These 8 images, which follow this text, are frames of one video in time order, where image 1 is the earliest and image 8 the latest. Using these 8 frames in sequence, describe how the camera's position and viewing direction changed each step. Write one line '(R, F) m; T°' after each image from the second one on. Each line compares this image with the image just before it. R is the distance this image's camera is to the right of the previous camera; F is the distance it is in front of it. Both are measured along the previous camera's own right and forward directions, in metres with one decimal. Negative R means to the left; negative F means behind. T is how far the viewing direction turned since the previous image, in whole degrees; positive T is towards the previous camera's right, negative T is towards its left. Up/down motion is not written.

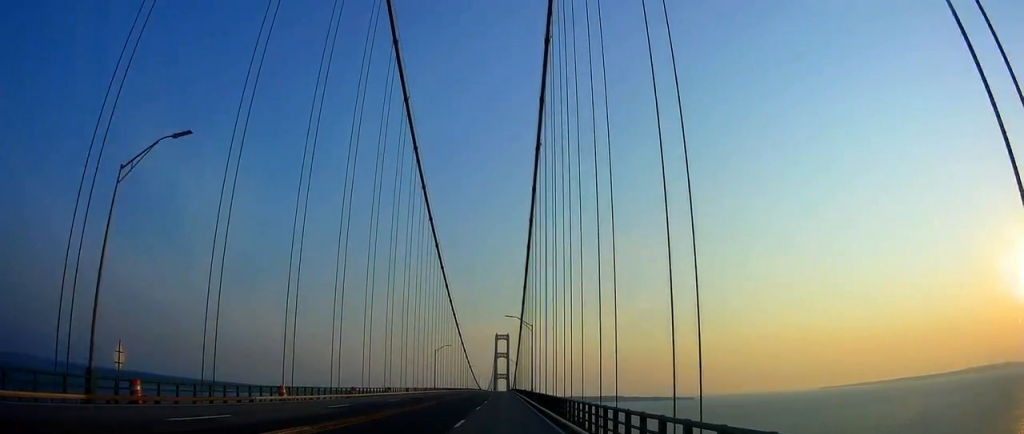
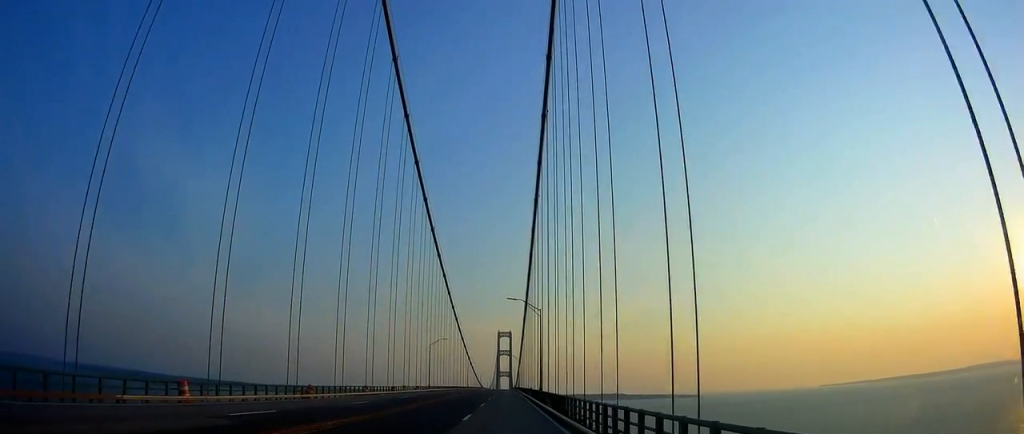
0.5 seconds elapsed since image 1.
(0.0, +12.8) m; 0°
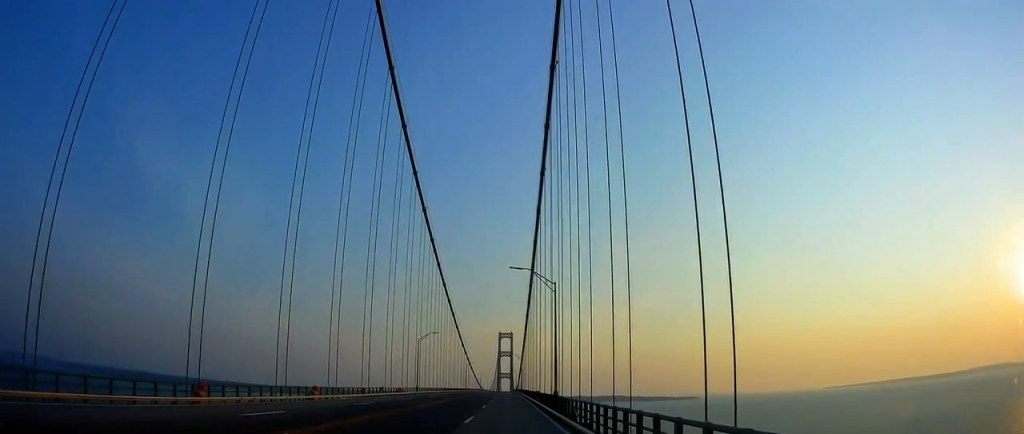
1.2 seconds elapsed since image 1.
(0.0, +16.0) m; 0°
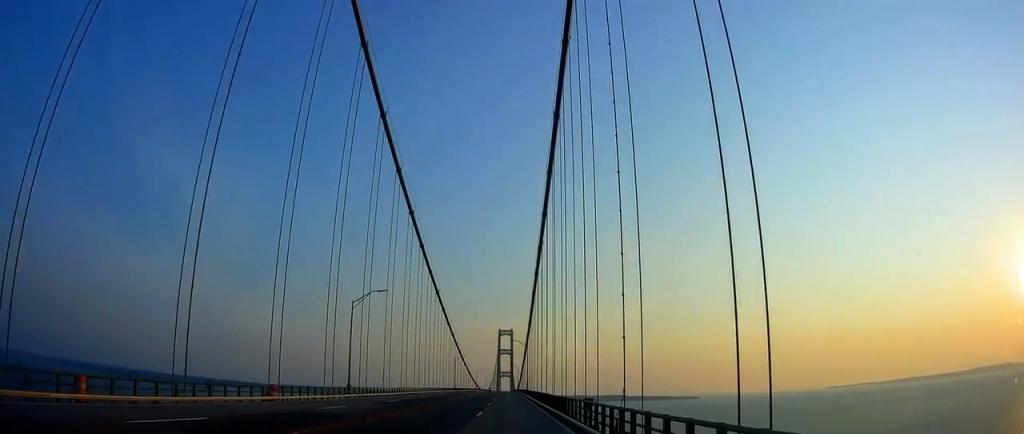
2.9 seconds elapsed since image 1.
(-0.1, +39.9) m; 0°
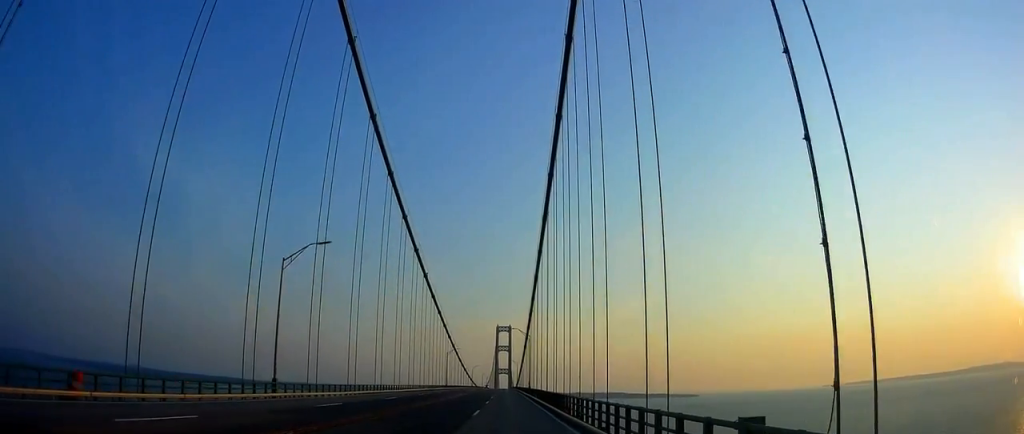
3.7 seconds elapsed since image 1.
(+0.1, +16.5) m; +1°
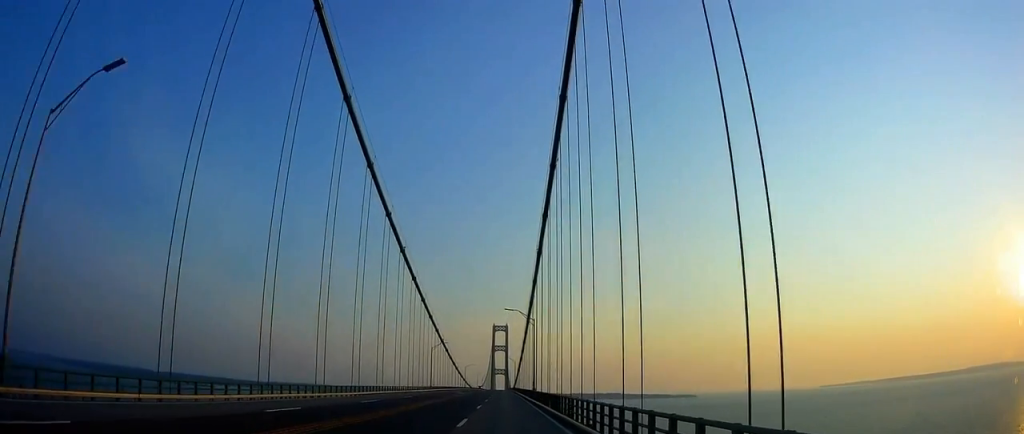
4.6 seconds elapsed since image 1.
(+0.2, +21.5) m; +1°
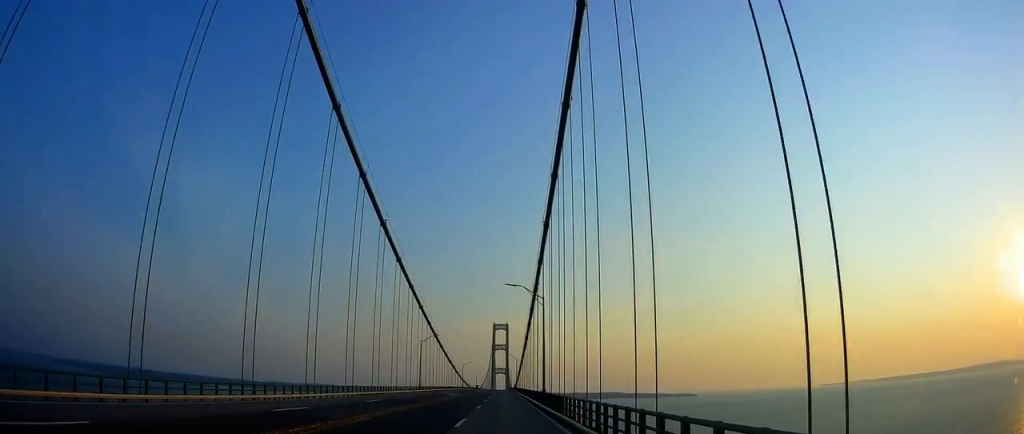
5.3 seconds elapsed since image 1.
(0.0, +14.8) m; 0°
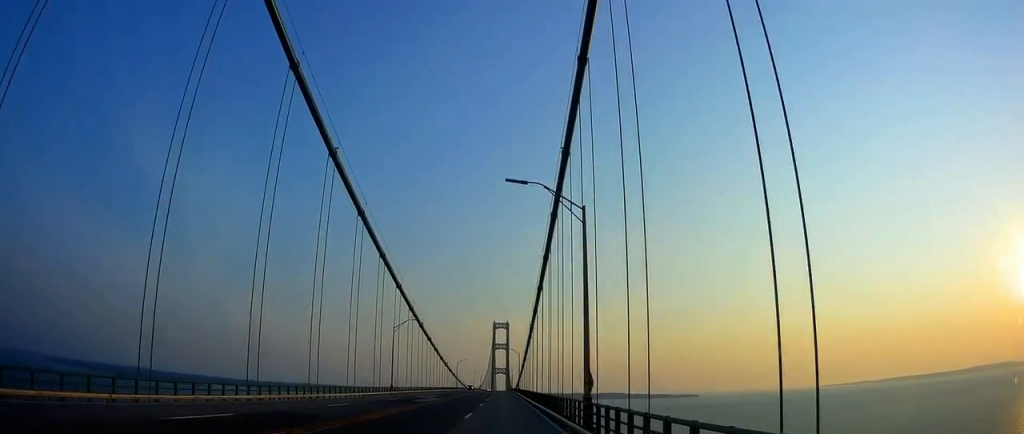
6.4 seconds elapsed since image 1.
(0.0, +23.3) m; 0°
